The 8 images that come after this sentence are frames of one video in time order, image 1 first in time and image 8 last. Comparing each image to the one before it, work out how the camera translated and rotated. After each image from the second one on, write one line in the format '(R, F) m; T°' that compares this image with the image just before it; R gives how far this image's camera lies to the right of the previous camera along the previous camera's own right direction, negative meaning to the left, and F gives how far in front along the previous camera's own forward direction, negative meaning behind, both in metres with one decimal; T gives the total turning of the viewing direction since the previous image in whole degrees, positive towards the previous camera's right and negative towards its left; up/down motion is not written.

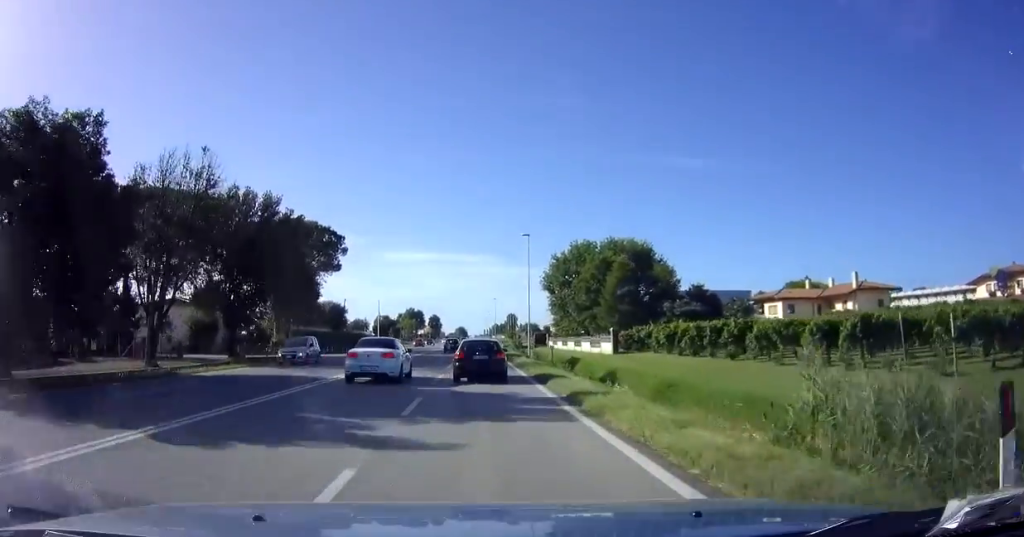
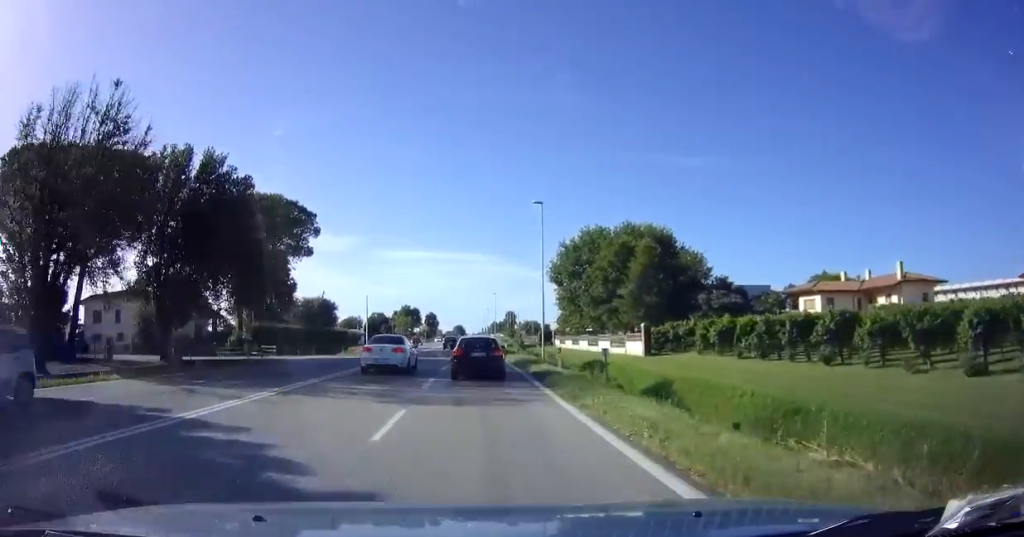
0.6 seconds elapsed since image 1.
(0.0, +10.5) m; 0°
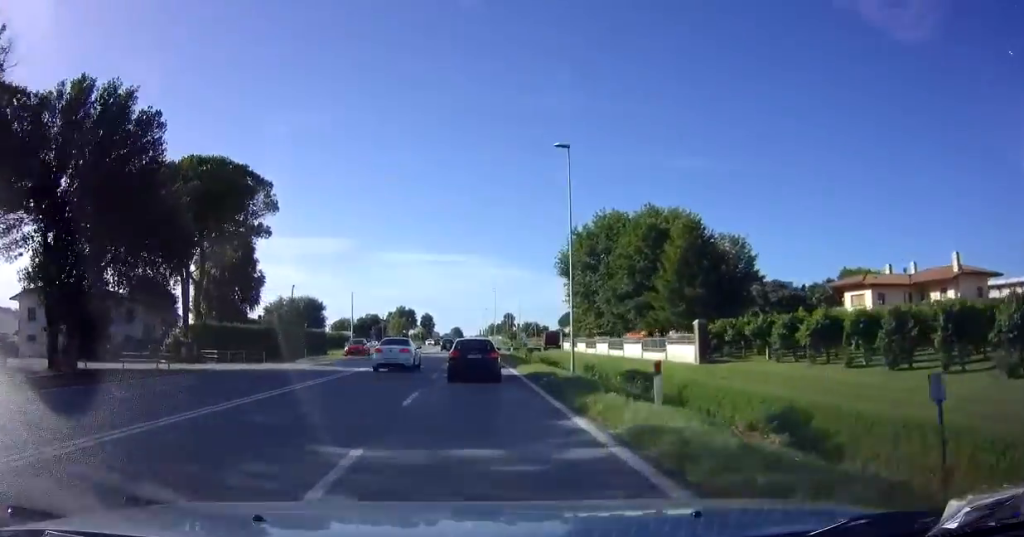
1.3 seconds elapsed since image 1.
(0.0, +11.6) m; 0°
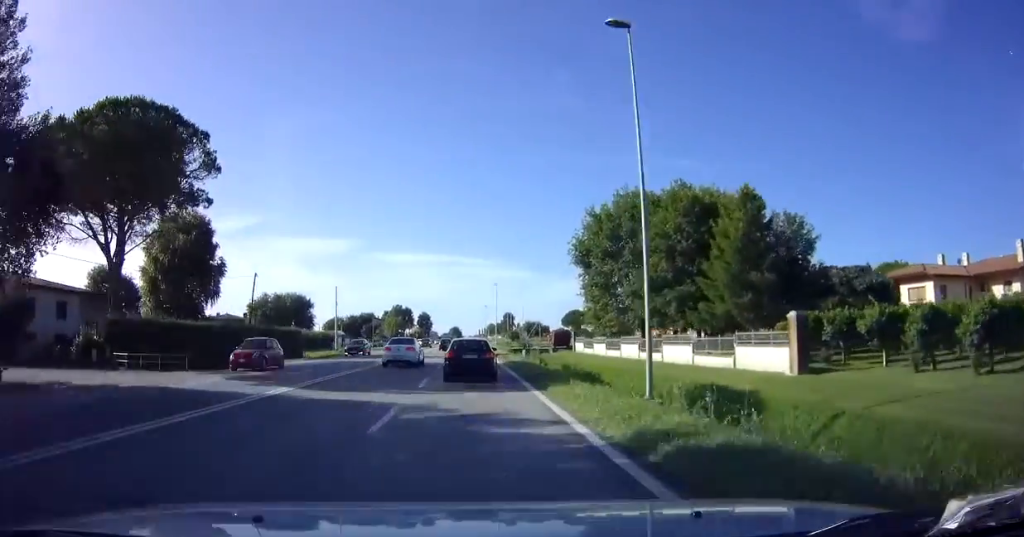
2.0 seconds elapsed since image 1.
(+0.1, +10.5) m; 0°
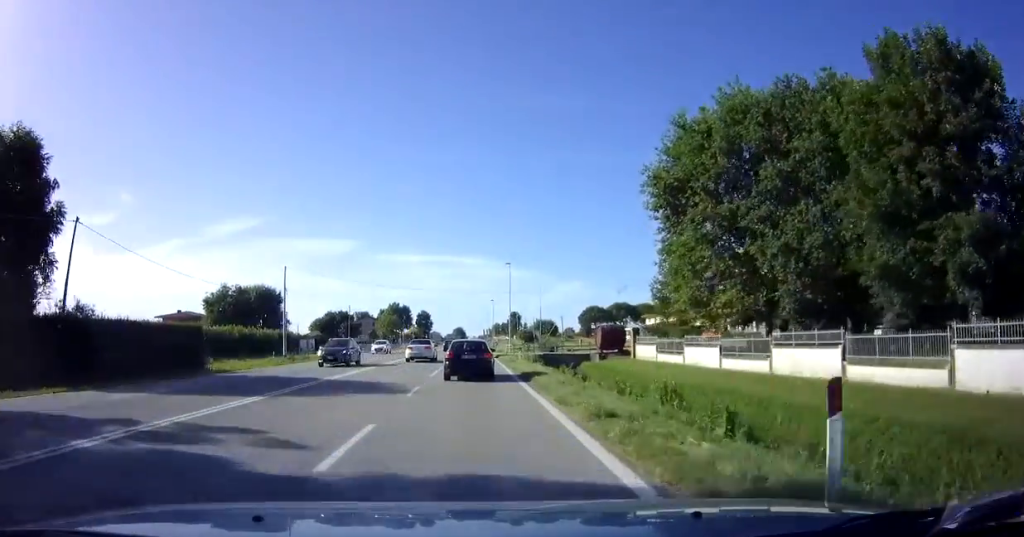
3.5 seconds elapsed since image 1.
(0.0, +25.3) m; 0°
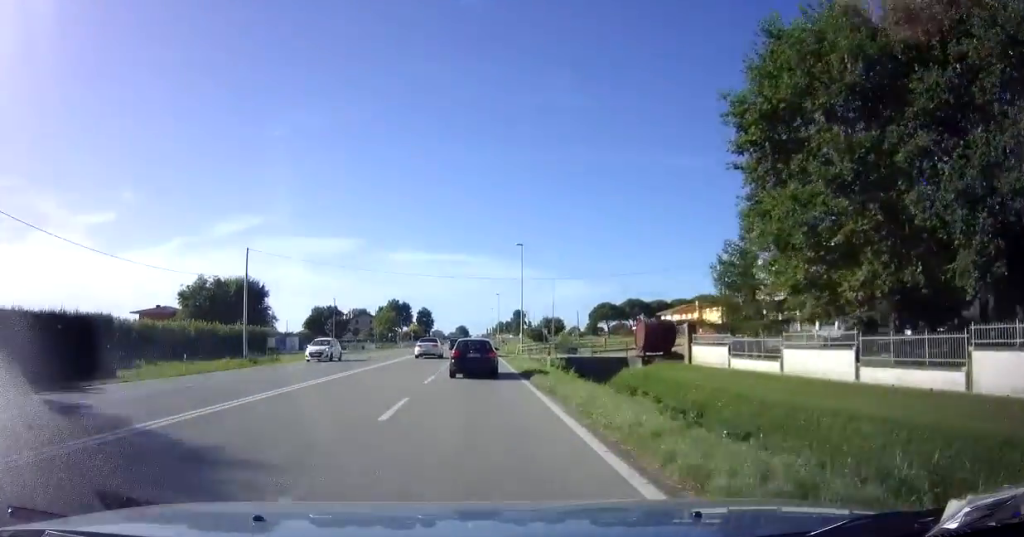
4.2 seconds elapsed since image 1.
(0.0, +12.1) m; 0°
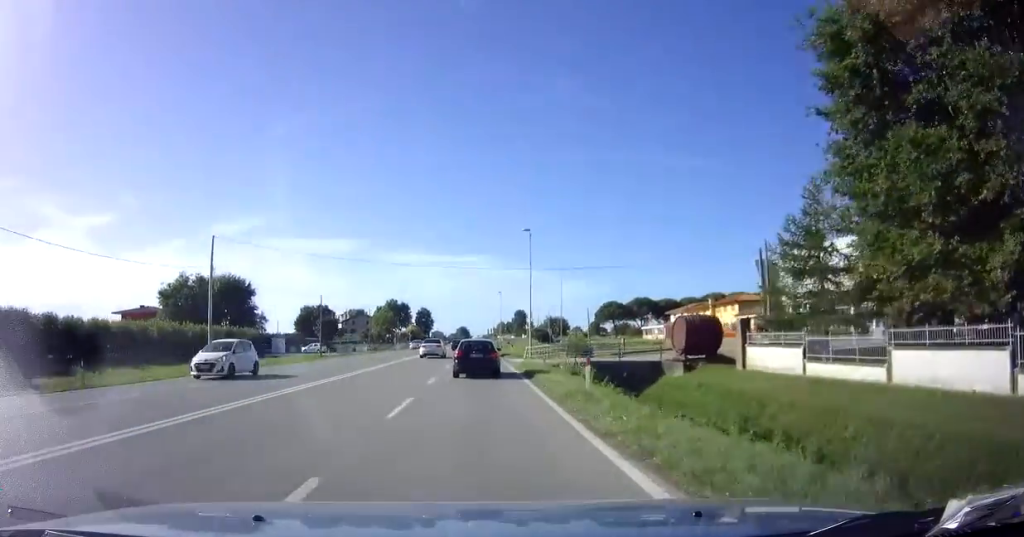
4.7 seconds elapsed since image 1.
(-0.1, +7.1) m; 0°
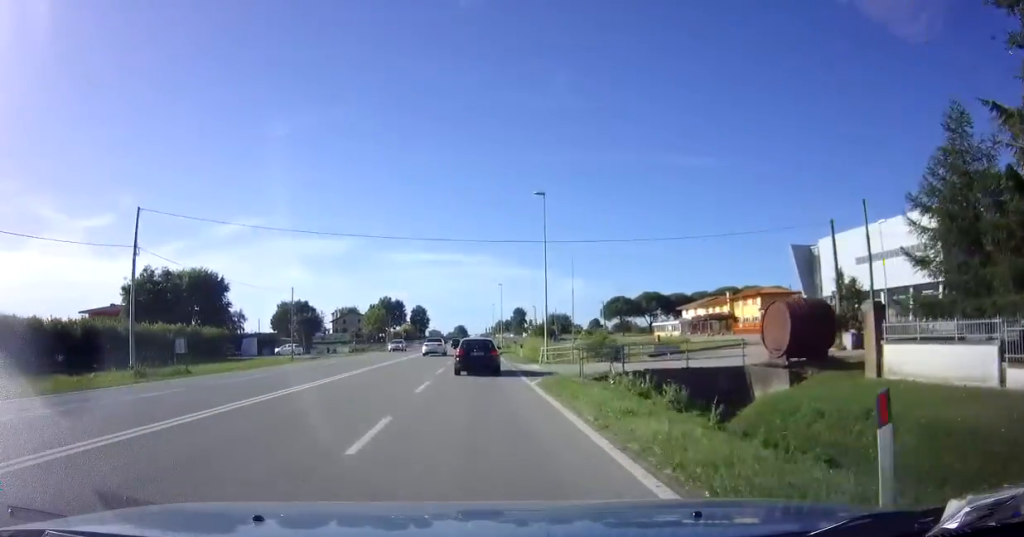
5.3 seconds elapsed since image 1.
(0.0, +10.6) m; 0°
